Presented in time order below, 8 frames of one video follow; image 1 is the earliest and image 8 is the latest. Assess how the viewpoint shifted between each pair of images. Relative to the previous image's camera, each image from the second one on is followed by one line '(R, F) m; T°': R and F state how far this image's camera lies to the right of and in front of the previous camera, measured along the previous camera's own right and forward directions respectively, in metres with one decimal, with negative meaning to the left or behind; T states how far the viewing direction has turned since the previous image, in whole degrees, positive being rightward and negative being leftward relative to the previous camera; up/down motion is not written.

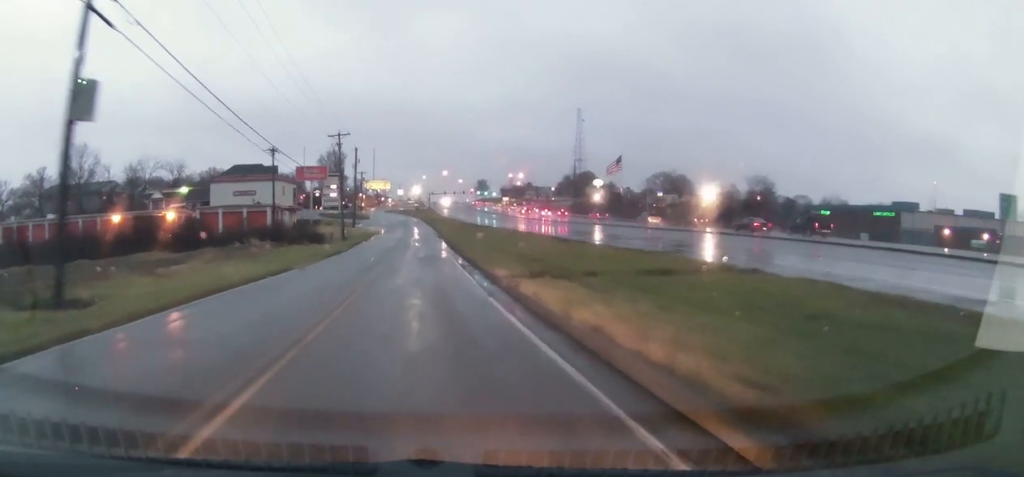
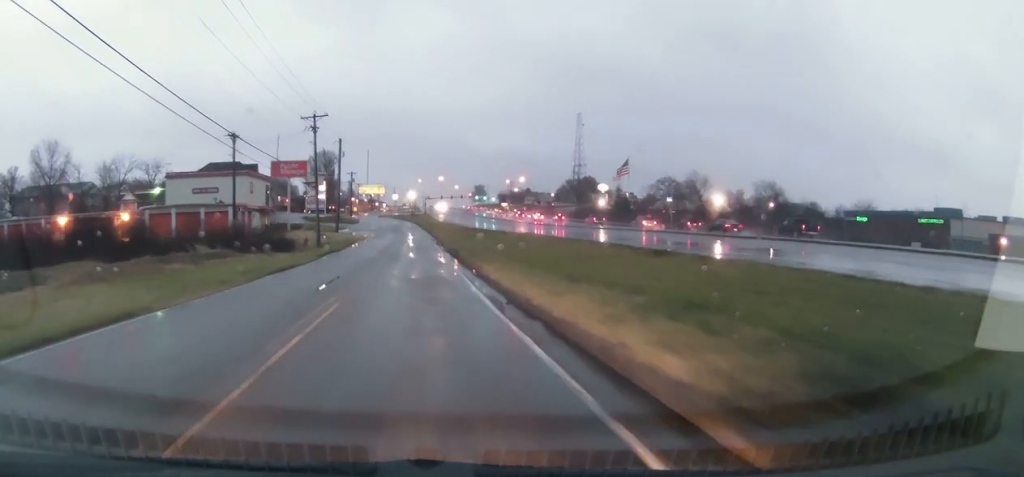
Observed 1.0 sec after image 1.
(0.0, +14.2) m; +1°
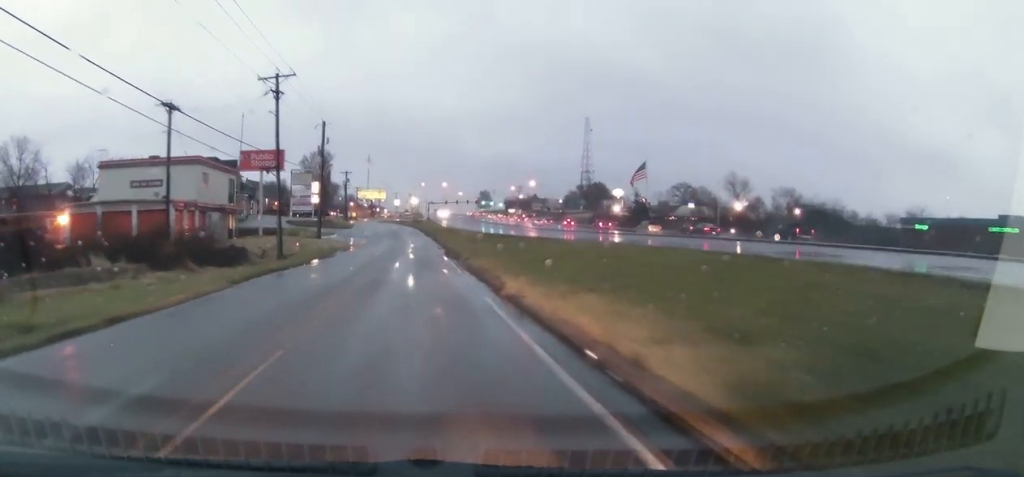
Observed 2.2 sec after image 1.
(+0.4, +16.7) m; +1°
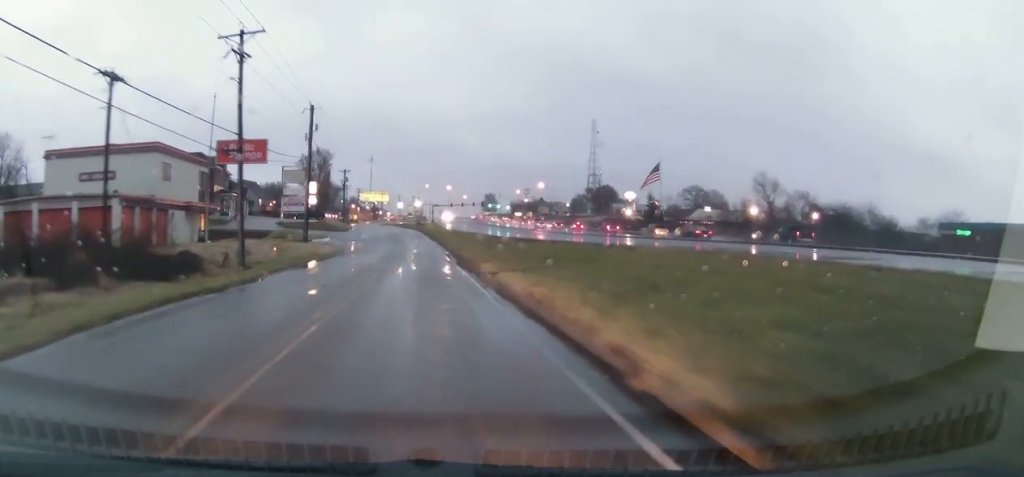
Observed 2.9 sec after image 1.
(-0.2, +9.9) m; 0°
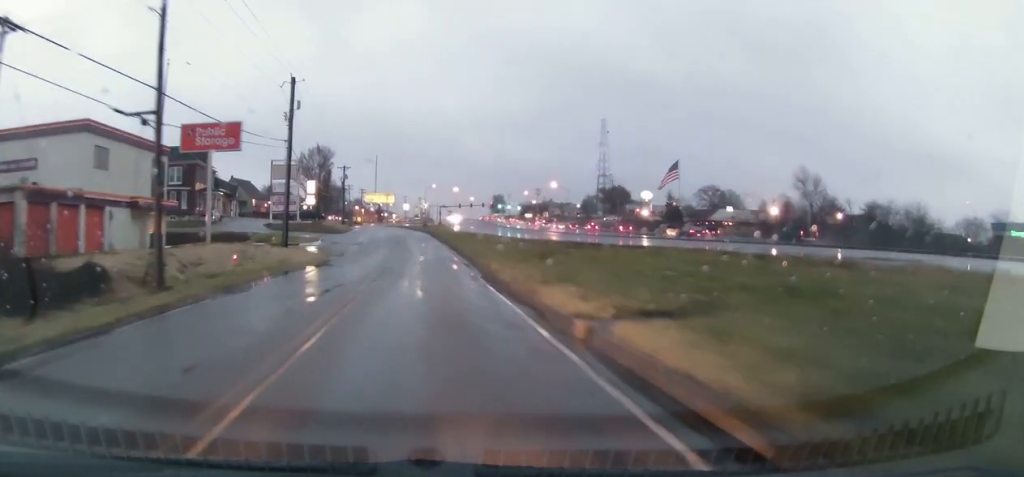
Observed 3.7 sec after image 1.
(0.0, +11.3) m; +1°
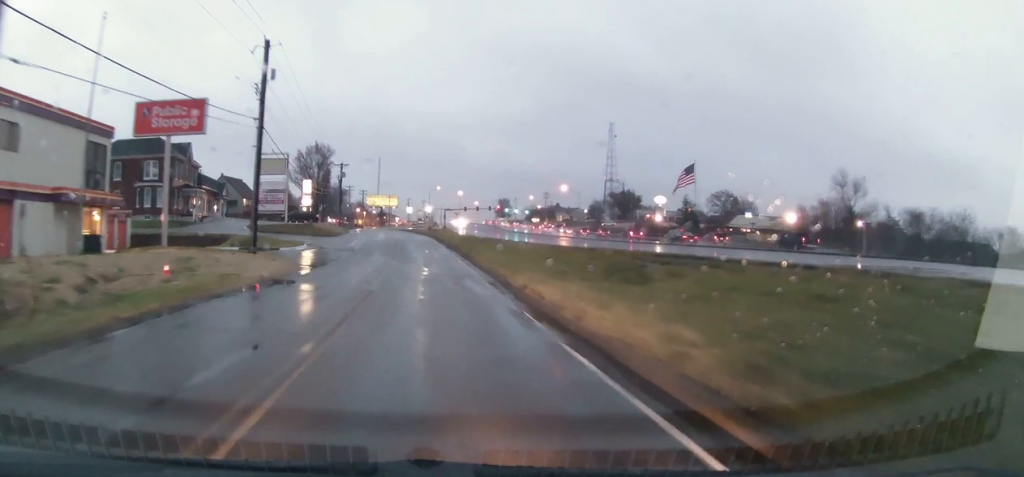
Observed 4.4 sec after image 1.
(+0.1, +9.9) m; 0°
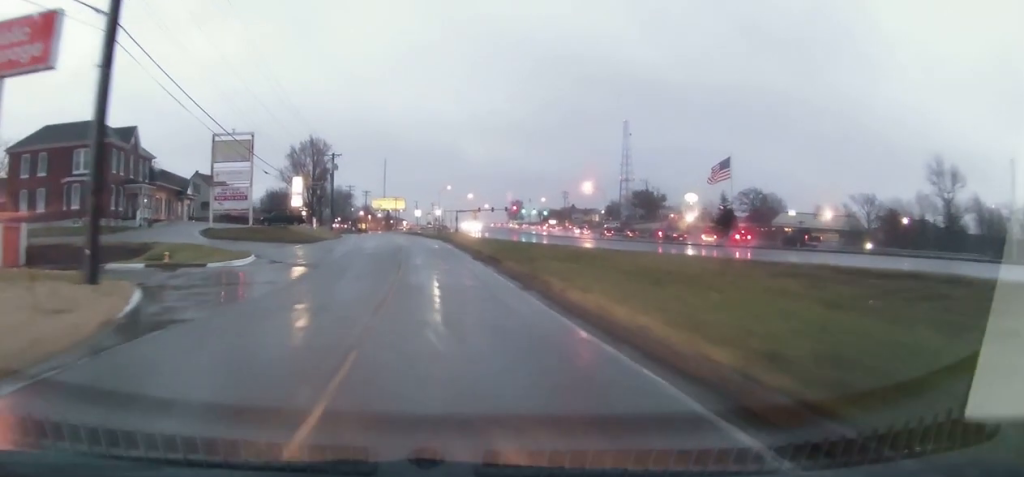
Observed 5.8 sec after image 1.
(-0.2, +19.5) m; -2°
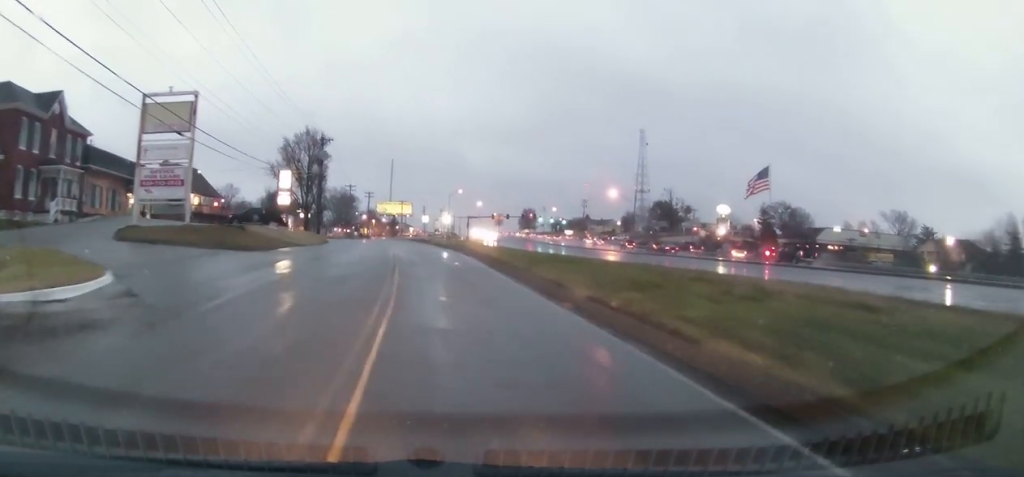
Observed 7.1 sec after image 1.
(-0.2, +18.0) m; -2°
